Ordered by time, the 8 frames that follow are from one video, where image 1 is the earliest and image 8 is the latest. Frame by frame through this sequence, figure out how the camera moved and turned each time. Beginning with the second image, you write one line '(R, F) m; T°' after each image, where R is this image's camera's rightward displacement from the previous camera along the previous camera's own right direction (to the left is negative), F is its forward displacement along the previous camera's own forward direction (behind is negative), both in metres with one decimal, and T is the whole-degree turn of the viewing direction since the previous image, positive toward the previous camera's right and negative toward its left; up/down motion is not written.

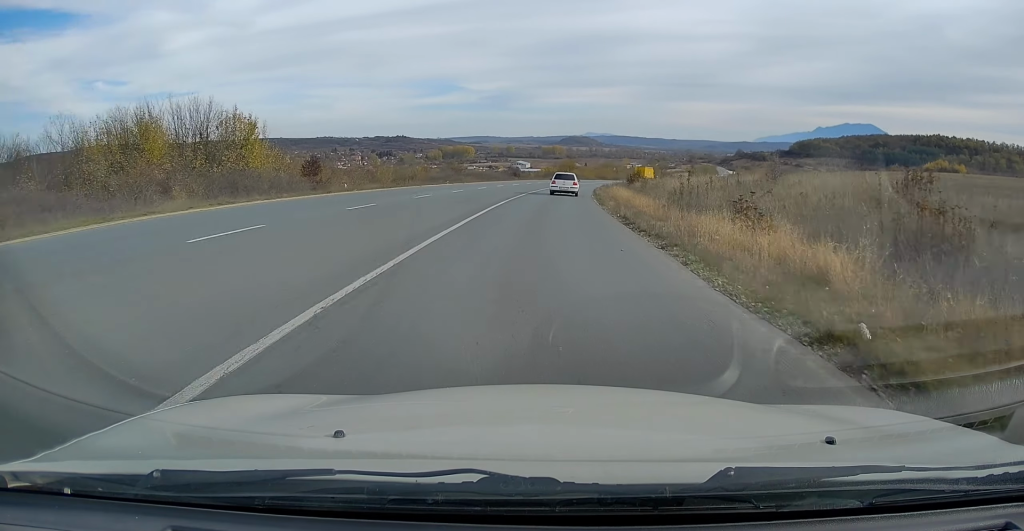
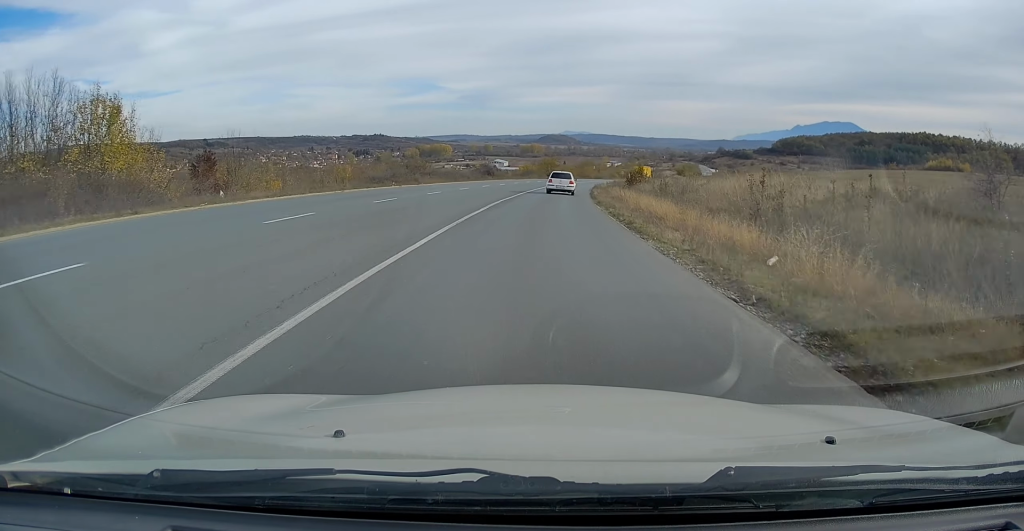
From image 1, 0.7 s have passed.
(+0.1, +15.5) m; +2°
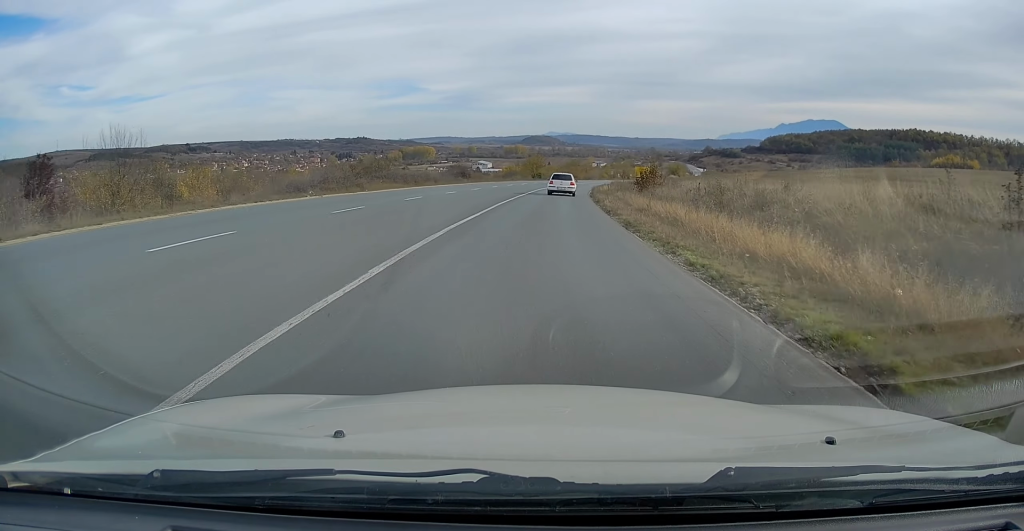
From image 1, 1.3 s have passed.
(+0.2, +13.6) m; +2°
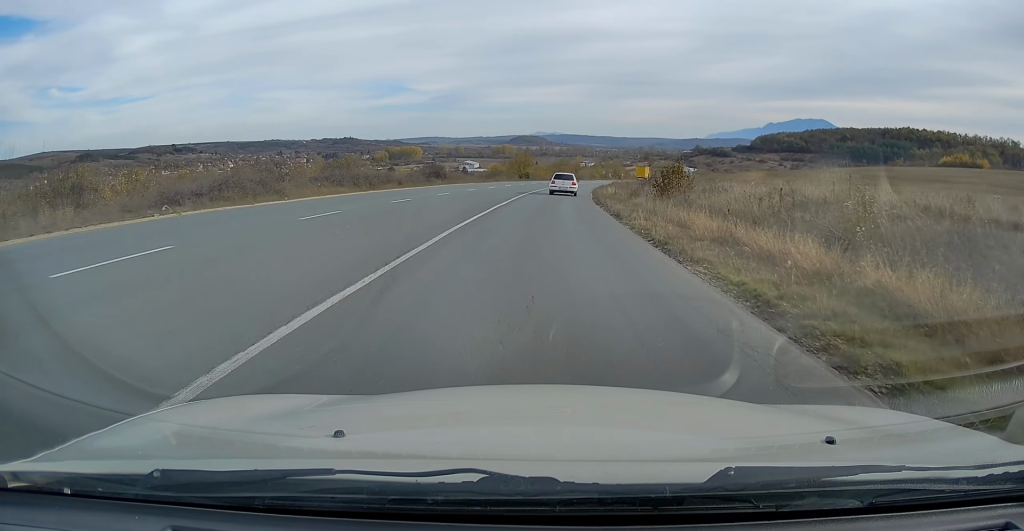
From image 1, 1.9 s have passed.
(+0.2, +11.1) m; +1°
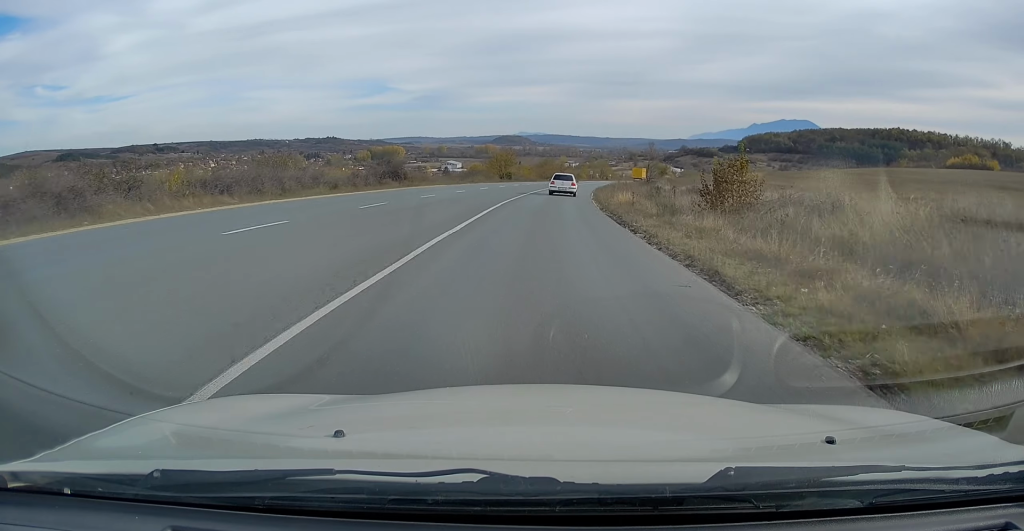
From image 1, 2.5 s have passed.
(+0.2, +12.4) m; +1°
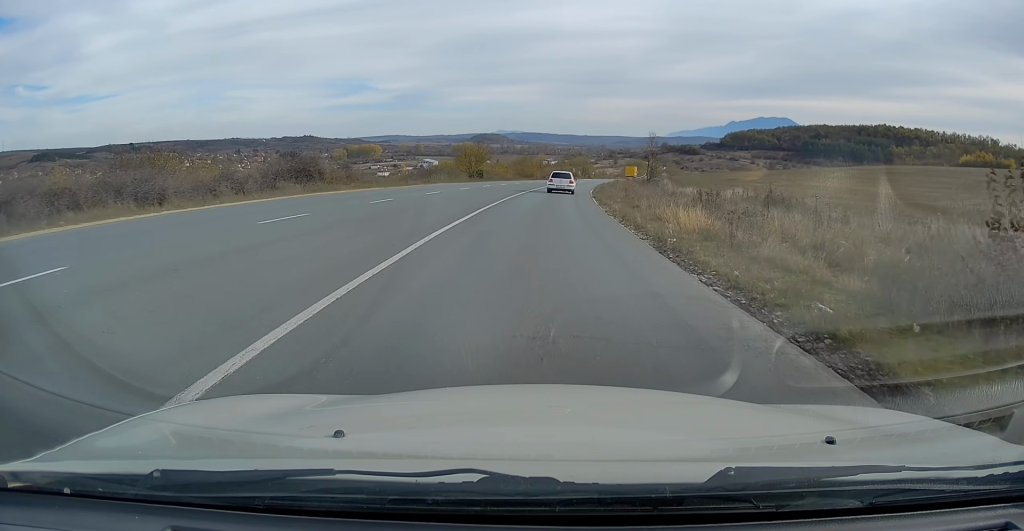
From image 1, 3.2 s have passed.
(+0.1, +15.2) m; +2°
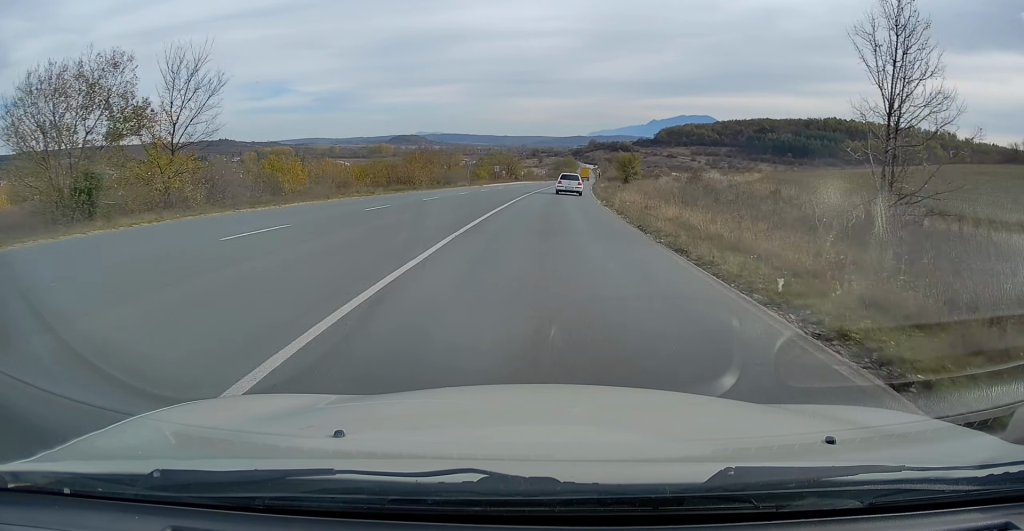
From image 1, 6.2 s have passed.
(+3.9, +64.5) m; +7°
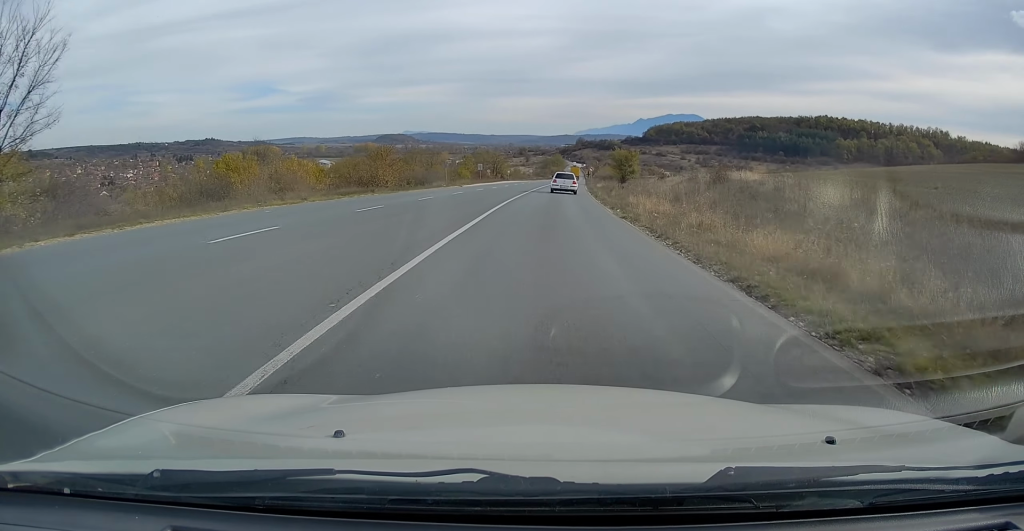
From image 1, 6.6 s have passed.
(+0.1, +9.8) m; +1°
